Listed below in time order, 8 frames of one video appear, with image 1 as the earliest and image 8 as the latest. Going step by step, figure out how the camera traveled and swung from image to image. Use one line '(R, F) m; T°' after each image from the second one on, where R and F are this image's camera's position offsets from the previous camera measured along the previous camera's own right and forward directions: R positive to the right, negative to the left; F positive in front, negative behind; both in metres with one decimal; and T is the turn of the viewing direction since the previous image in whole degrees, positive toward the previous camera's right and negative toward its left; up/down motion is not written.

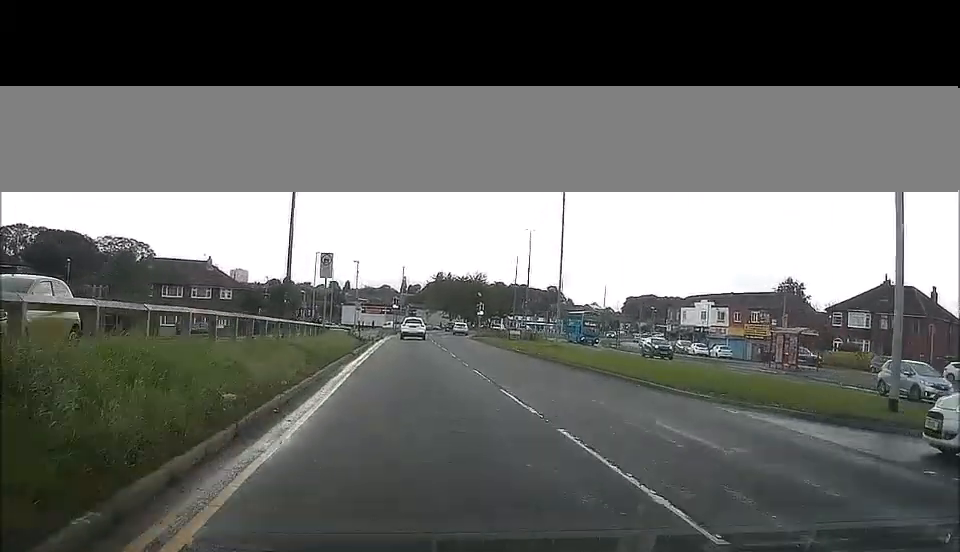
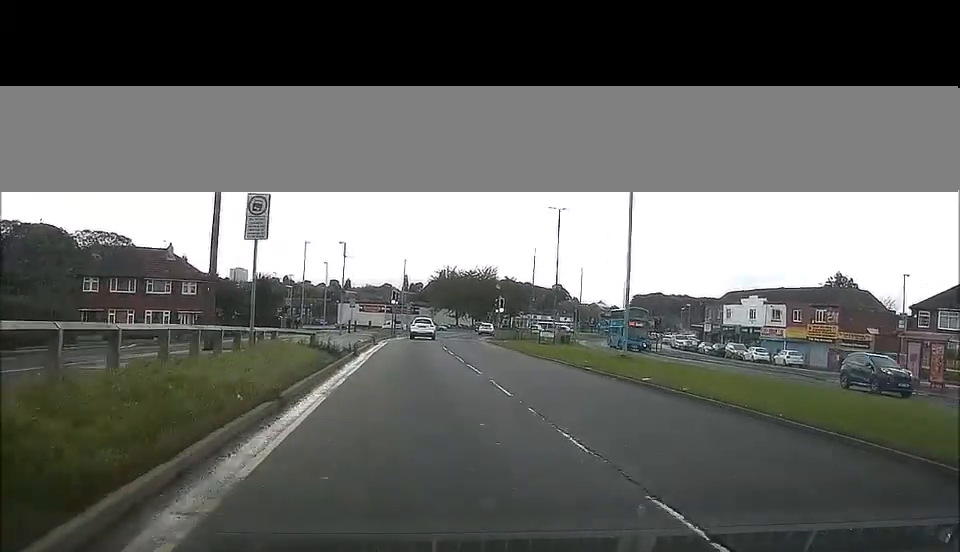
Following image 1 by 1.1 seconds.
(-0.1, +15.5) m; -1°
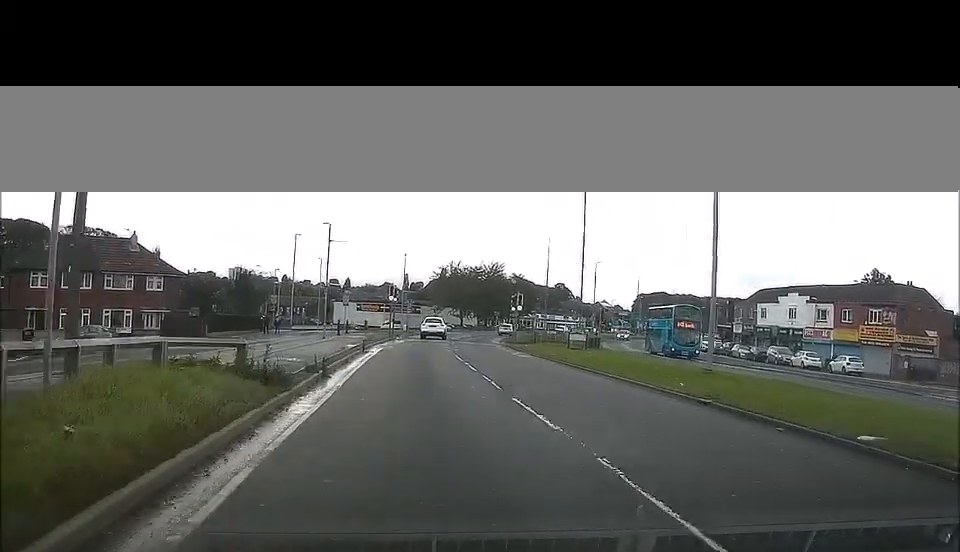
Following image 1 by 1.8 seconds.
(-0.1, +10.4) m; 0°
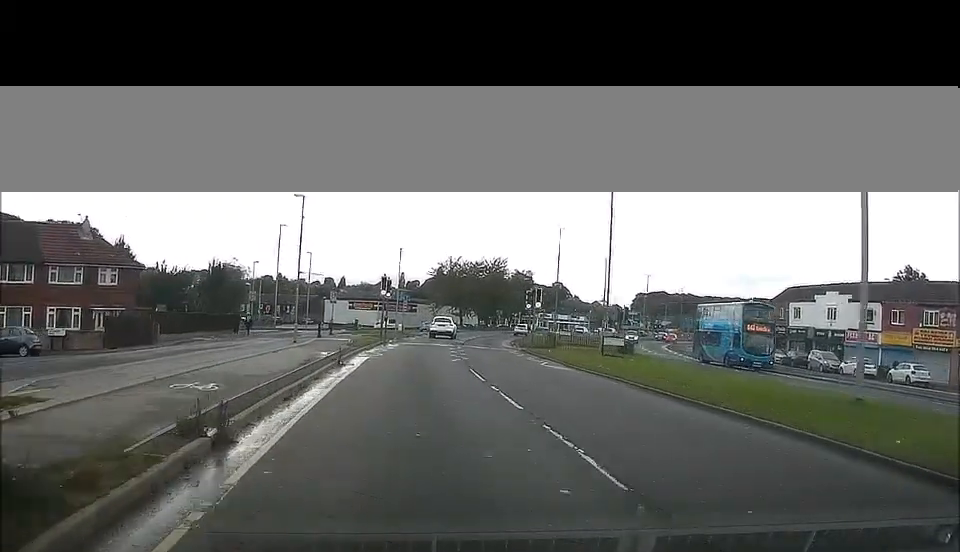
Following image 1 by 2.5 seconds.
(0.0, +9.4) m; 0°
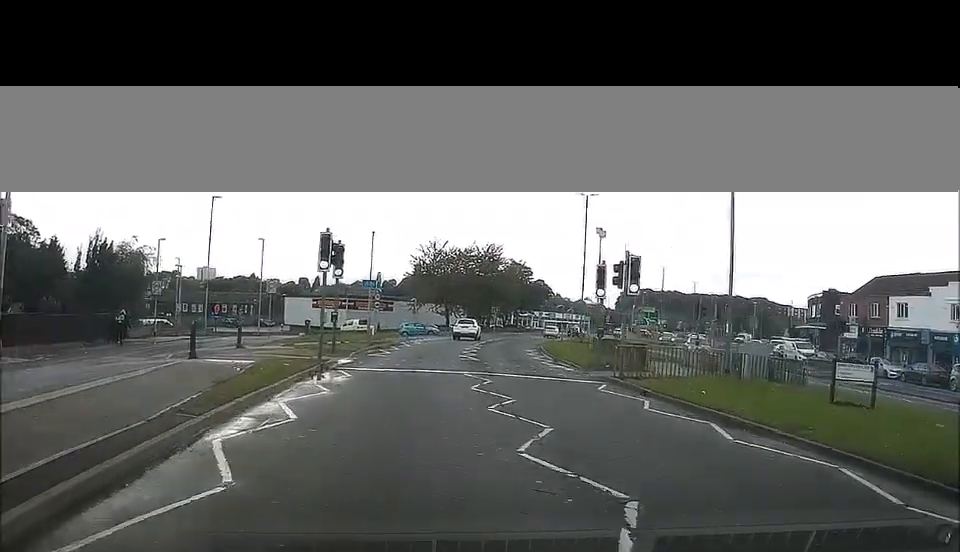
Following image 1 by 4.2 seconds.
(+0.2, +23.0) m; +1°
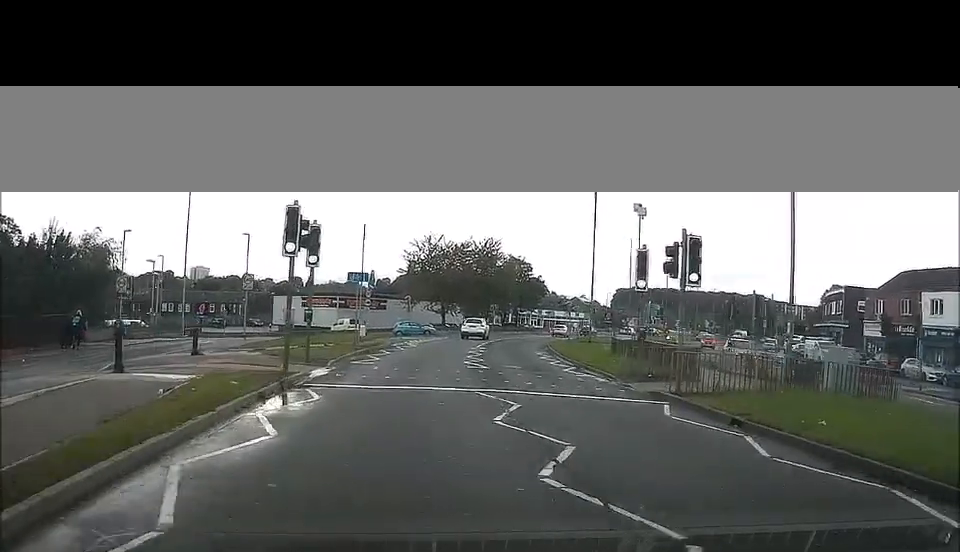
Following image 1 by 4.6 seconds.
(0.0, +5.4) m; +1°
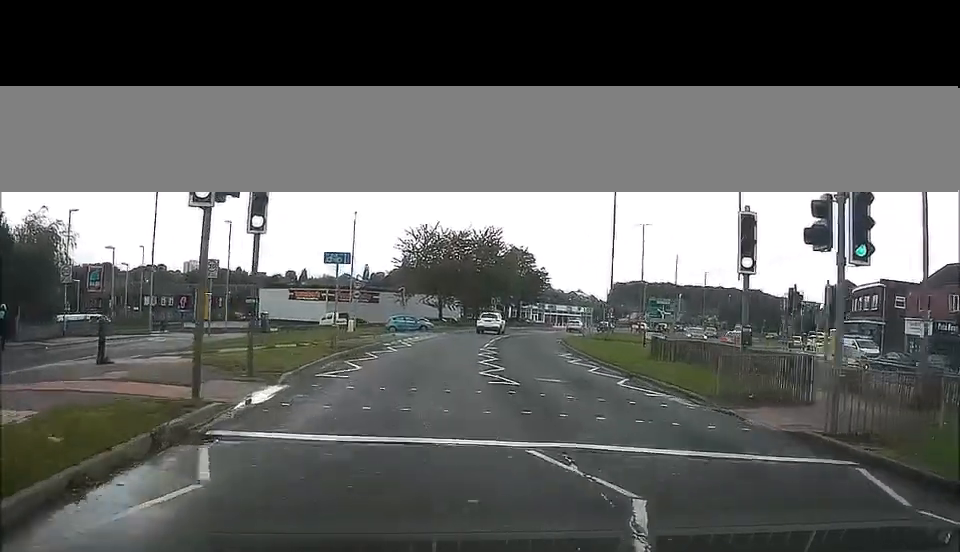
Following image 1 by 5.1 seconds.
(0.0, +7.2) m; +1°
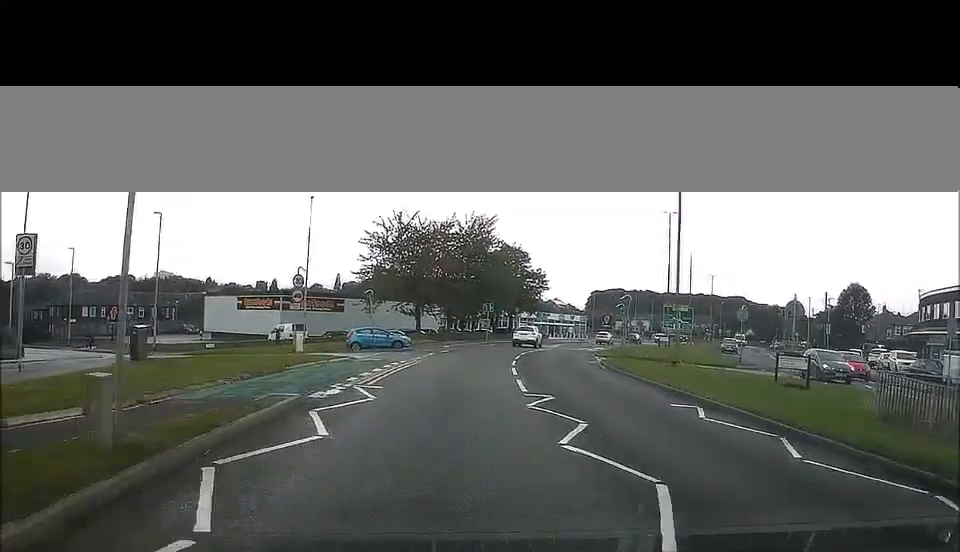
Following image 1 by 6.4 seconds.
(+0.6, +17.2) m; +4°
